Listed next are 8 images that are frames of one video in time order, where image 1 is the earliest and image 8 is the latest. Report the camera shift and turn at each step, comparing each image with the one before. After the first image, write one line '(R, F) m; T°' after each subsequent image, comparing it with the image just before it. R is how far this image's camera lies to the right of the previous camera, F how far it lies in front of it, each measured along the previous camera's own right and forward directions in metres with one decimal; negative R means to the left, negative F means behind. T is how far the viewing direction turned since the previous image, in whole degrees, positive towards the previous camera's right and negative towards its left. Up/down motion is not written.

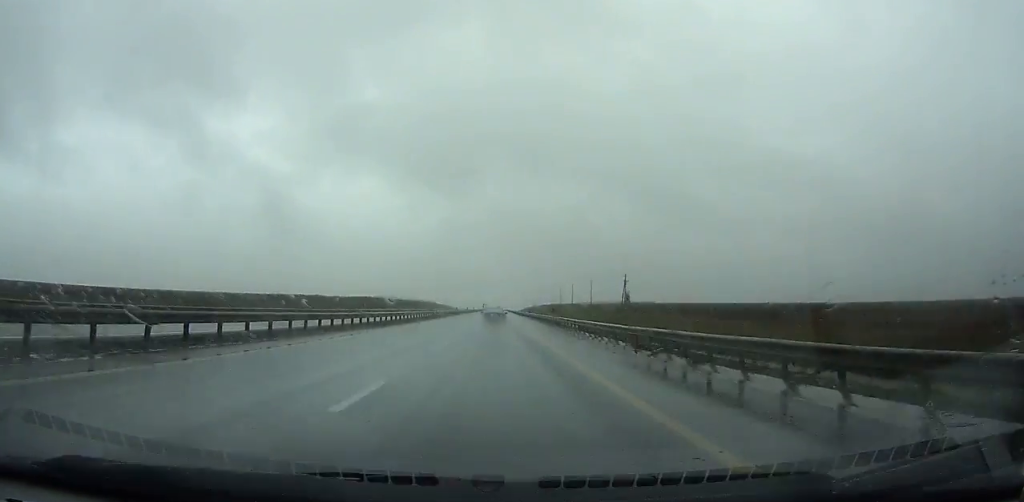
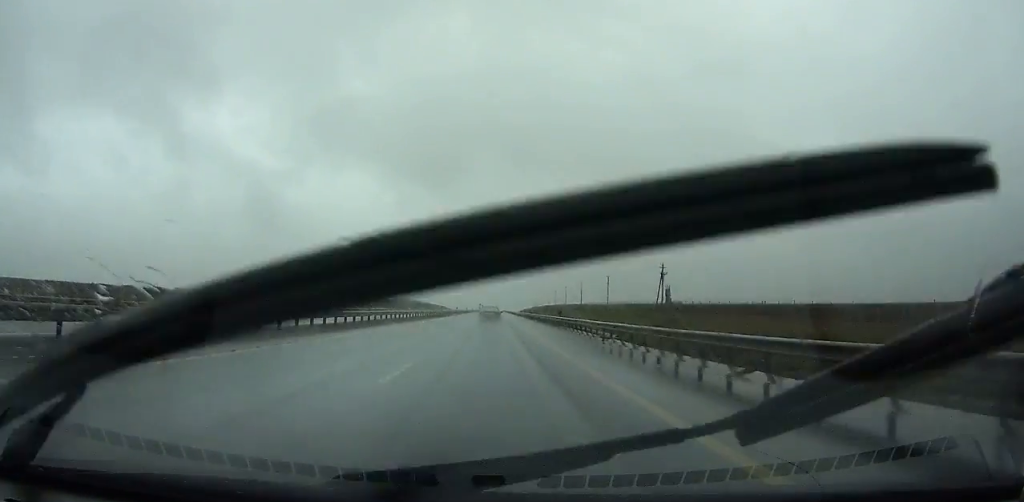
(0.0, +33.6) m; 0°
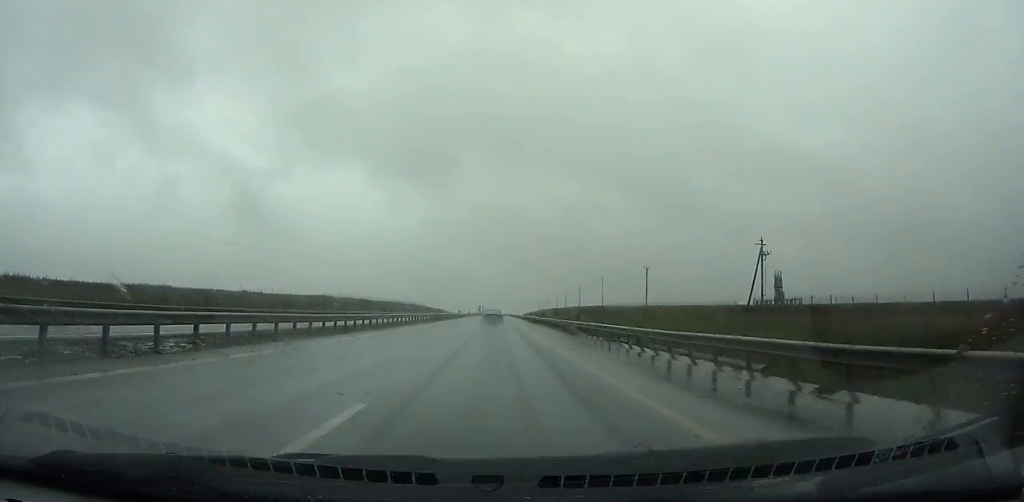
(-0.1, +40.8) m; 0°
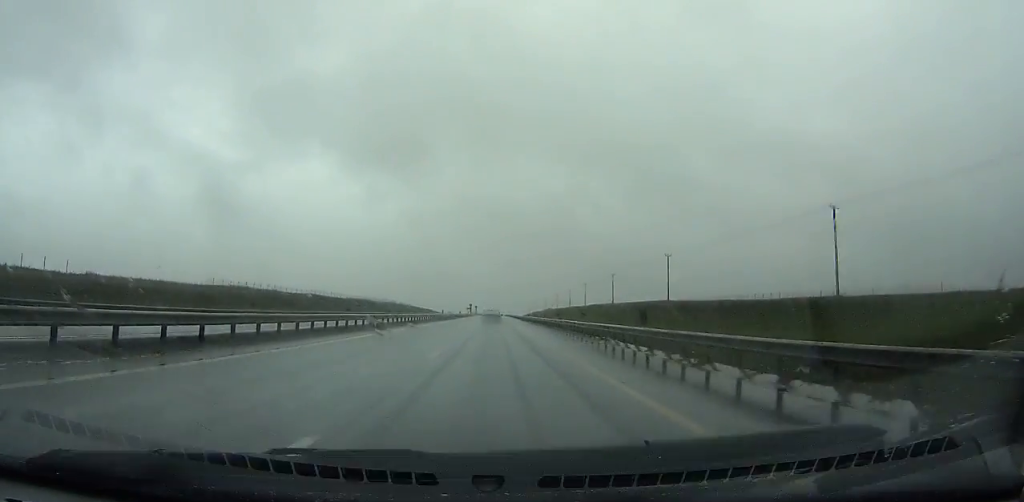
(-0.2, +73.9) m; 0°
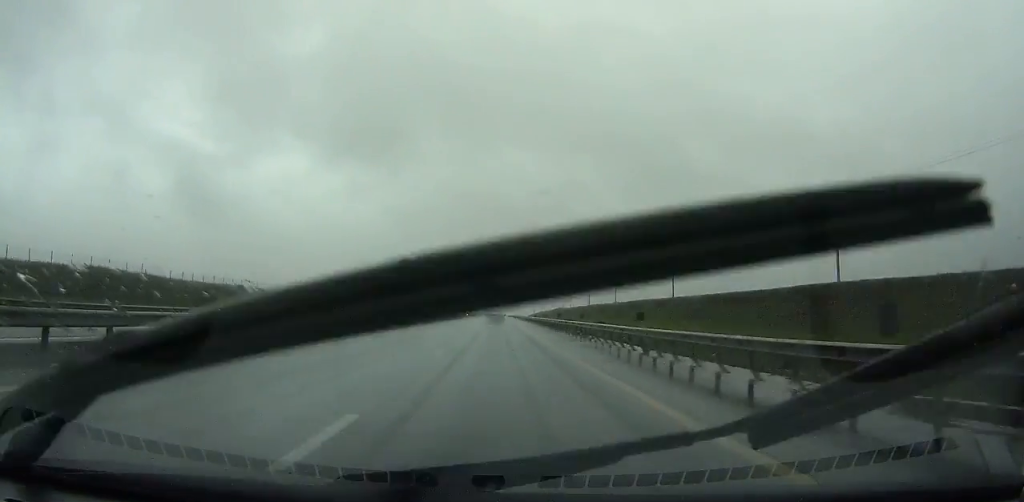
(-0.1, +58.7) m; 0°
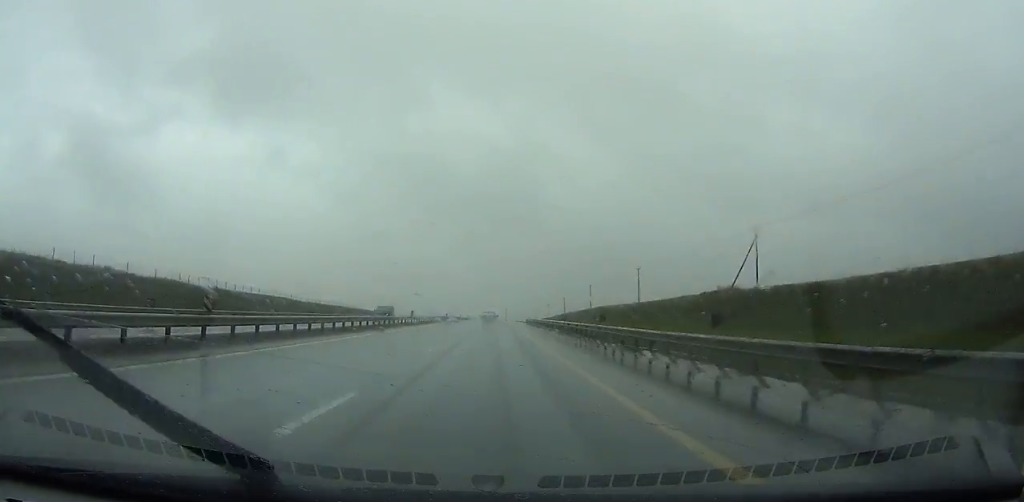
(+0.9, +211.8) m; 0°
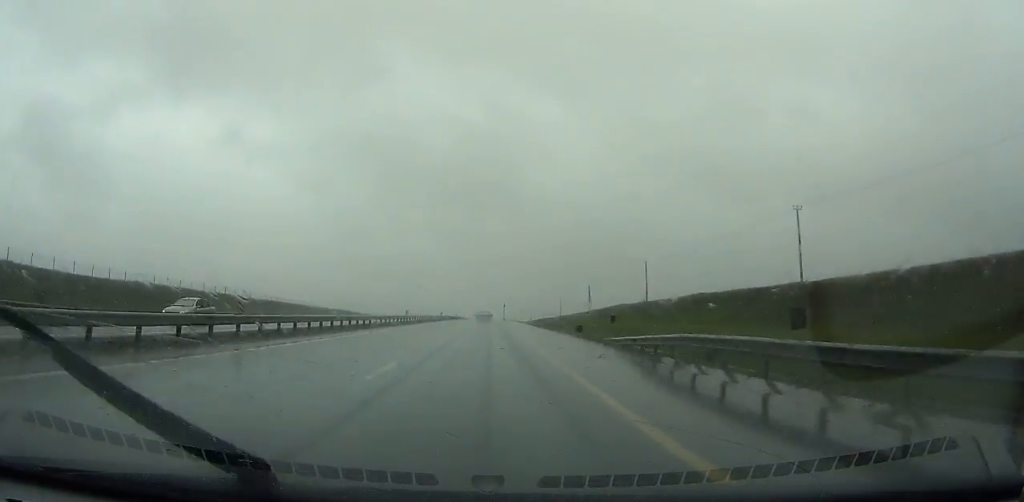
(0.0, +78.0) m; 0°
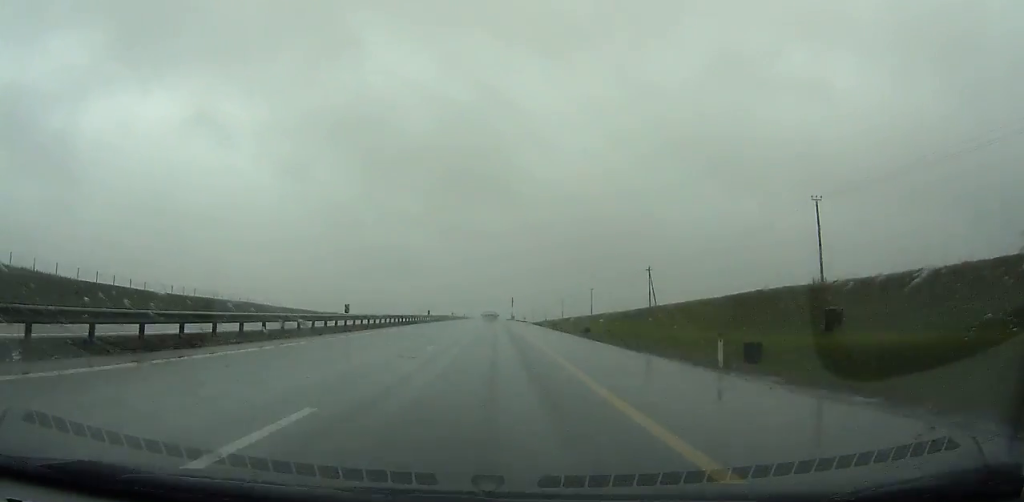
(-0.2, +65.3) m; 0°
